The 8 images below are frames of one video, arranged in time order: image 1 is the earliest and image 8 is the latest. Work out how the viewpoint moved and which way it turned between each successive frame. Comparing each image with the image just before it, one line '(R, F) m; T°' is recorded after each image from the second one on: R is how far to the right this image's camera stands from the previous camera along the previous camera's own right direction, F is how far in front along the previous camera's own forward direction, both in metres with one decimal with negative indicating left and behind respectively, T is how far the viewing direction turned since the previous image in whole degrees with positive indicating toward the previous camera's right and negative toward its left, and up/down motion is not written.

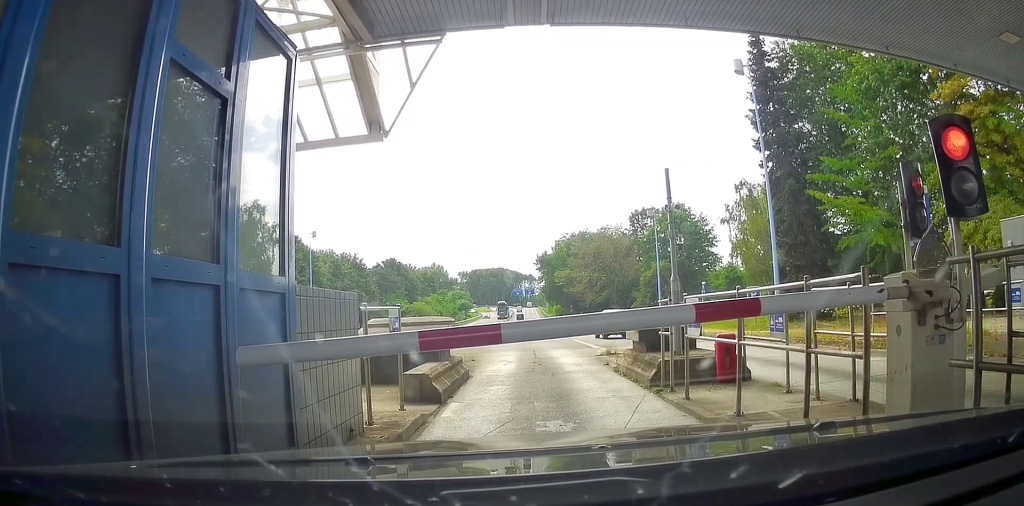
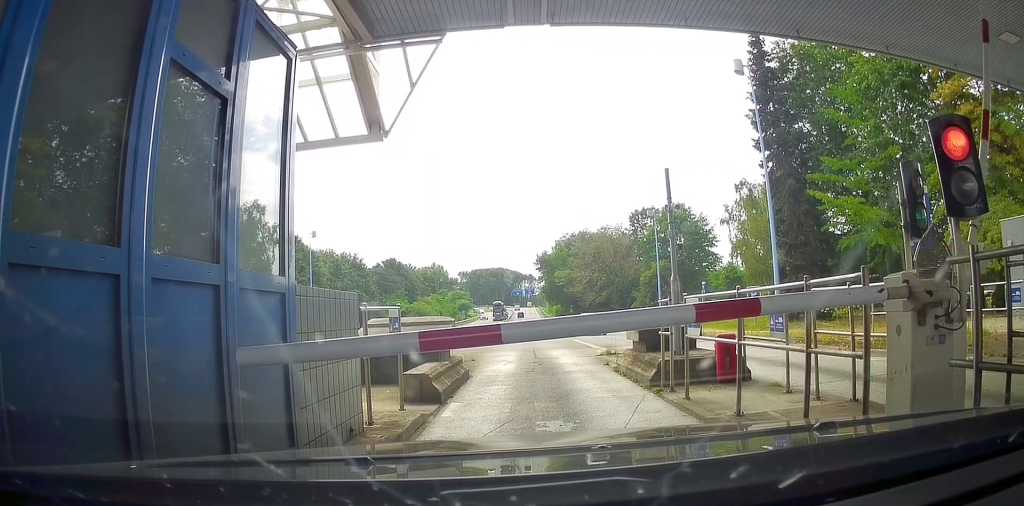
(0.0, 0.0) m; 0°
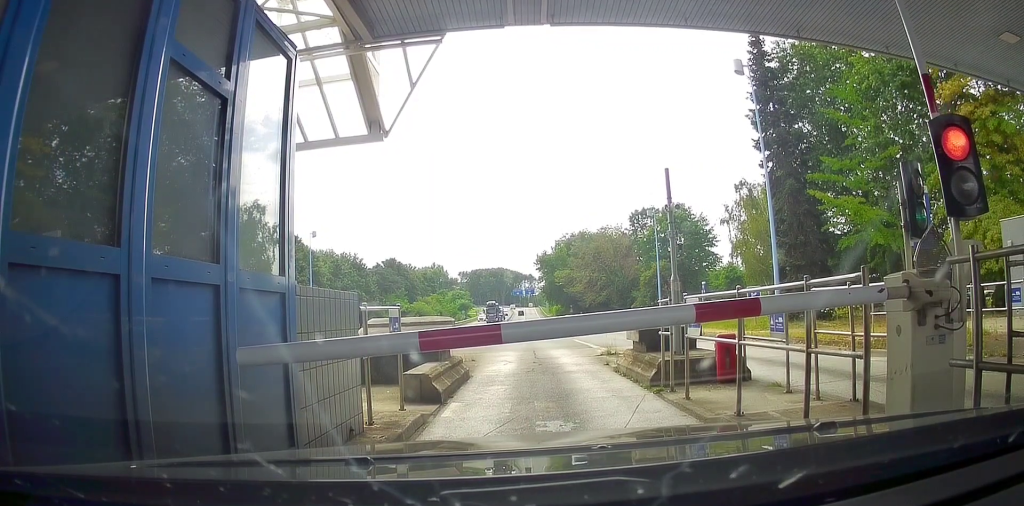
(0.0, 0.0) m; 0°
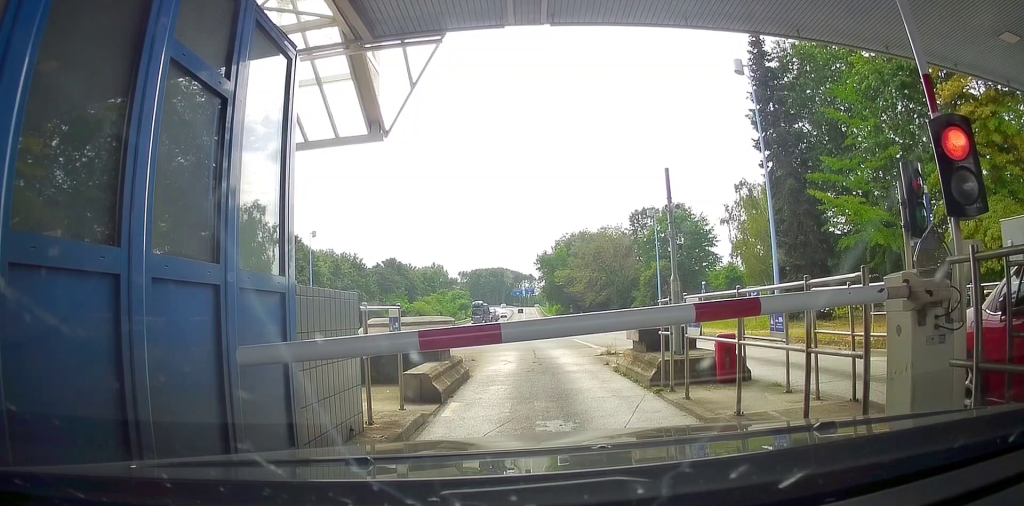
(0.0, 0.0) m; 0°
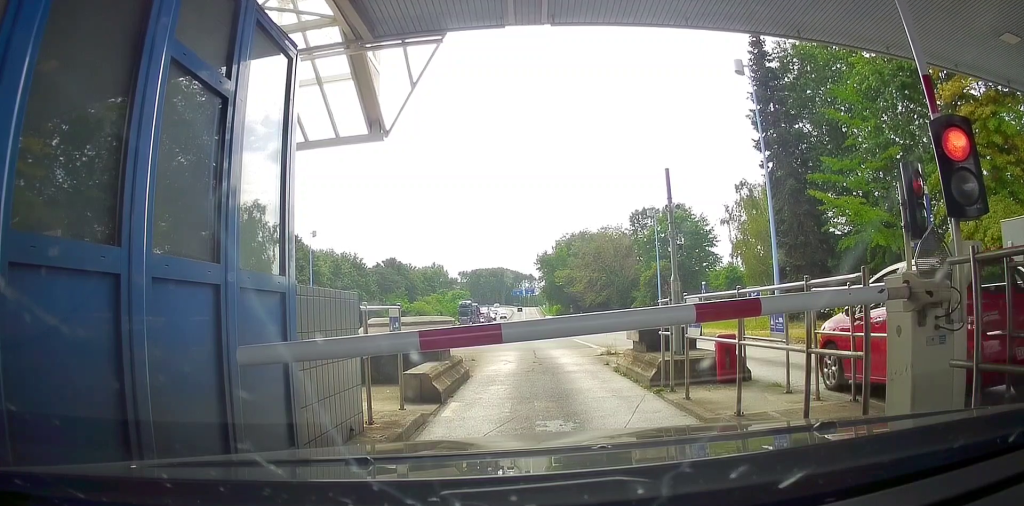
(0.0, 0.0) m; 0°
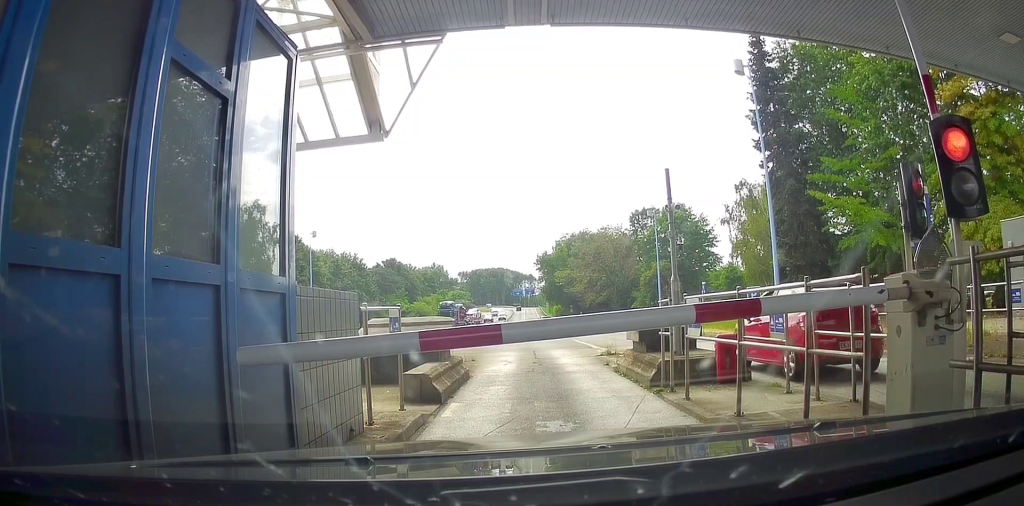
(0.0, 0.0) m; 0°
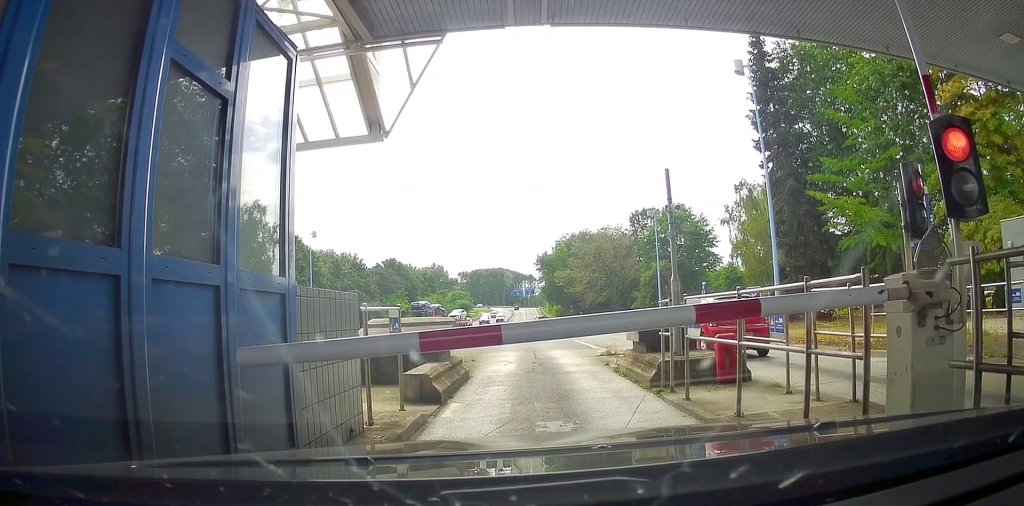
(0.0, 0.0) m; 0°
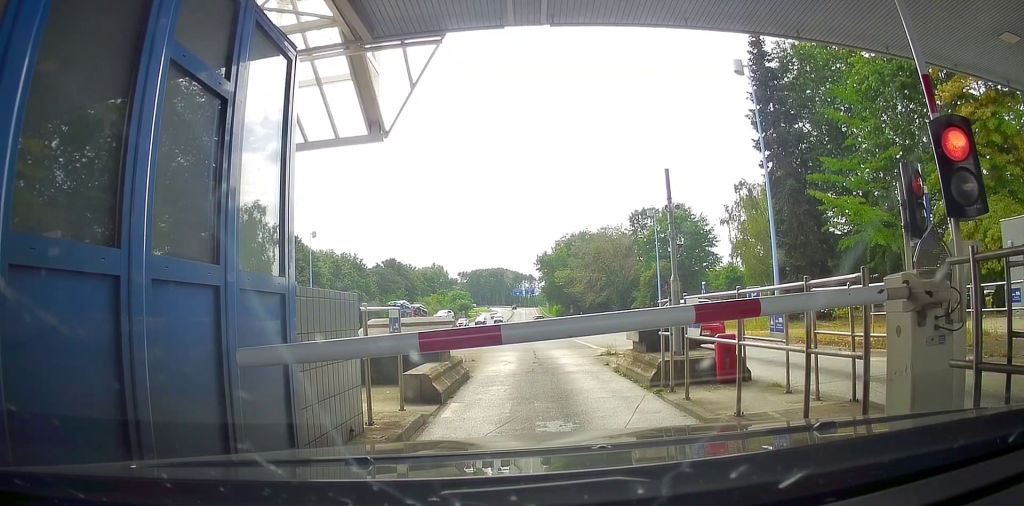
(0.0, 0.0) m; 0°
